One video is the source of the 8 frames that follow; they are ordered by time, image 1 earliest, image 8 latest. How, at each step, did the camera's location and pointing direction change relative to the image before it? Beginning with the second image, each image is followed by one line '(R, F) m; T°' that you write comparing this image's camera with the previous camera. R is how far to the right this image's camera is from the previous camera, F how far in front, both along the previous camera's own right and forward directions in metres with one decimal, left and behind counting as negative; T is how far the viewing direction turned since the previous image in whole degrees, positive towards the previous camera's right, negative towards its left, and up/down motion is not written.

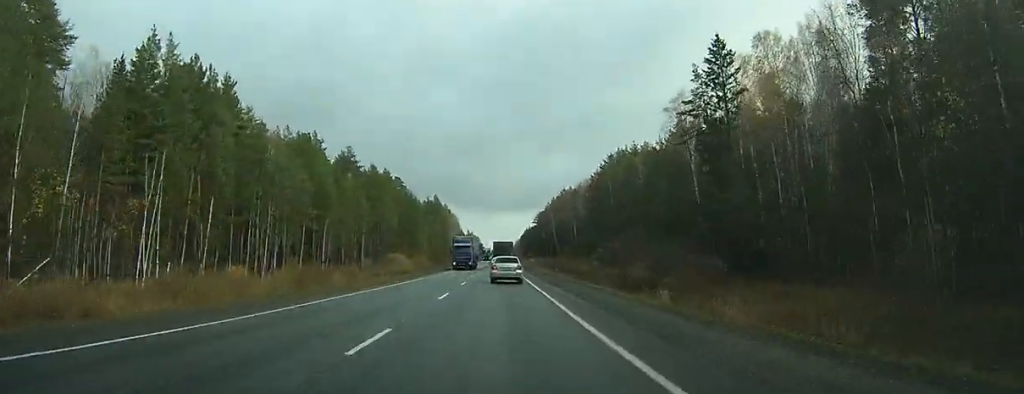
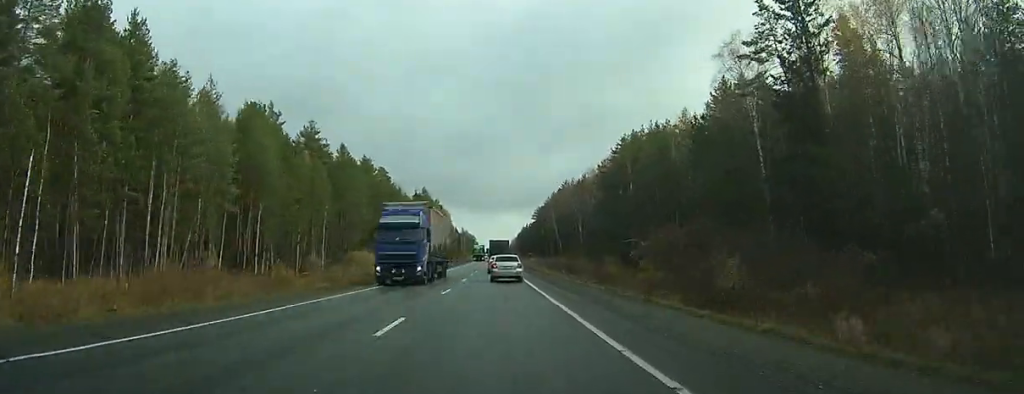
(+0.1, +23.2) m; 0°
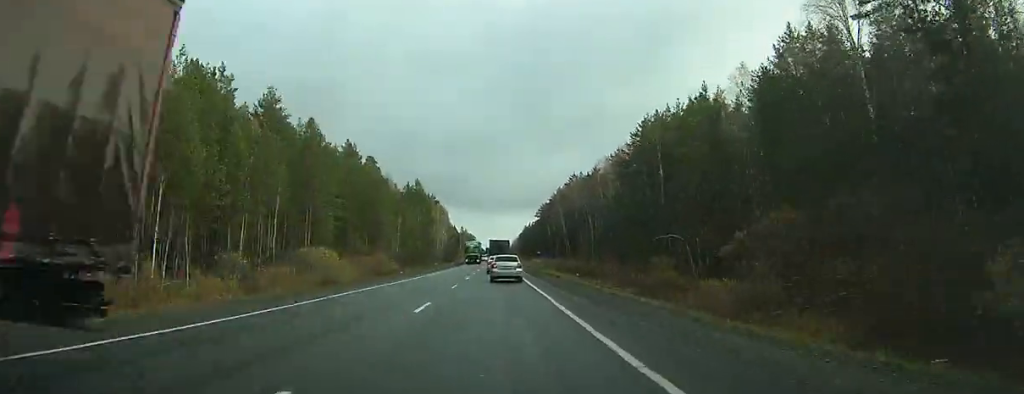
(+0.2, +20.5) m; 0°
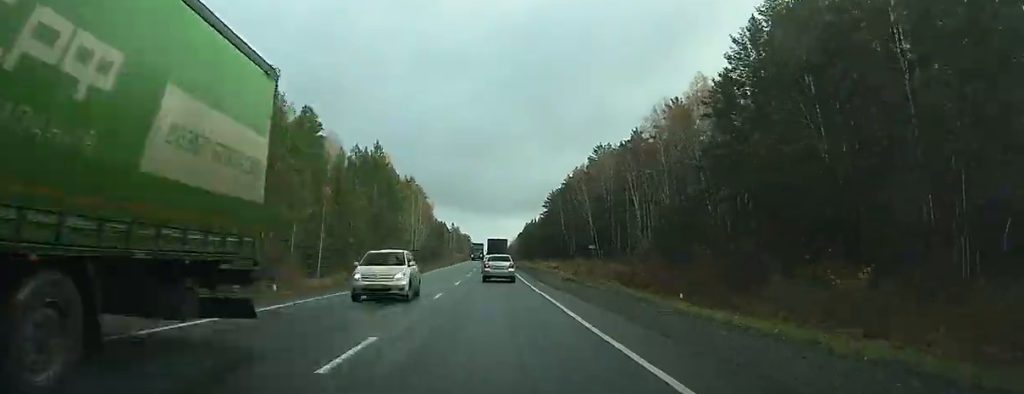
(+2.5, +57.4) m; +5°
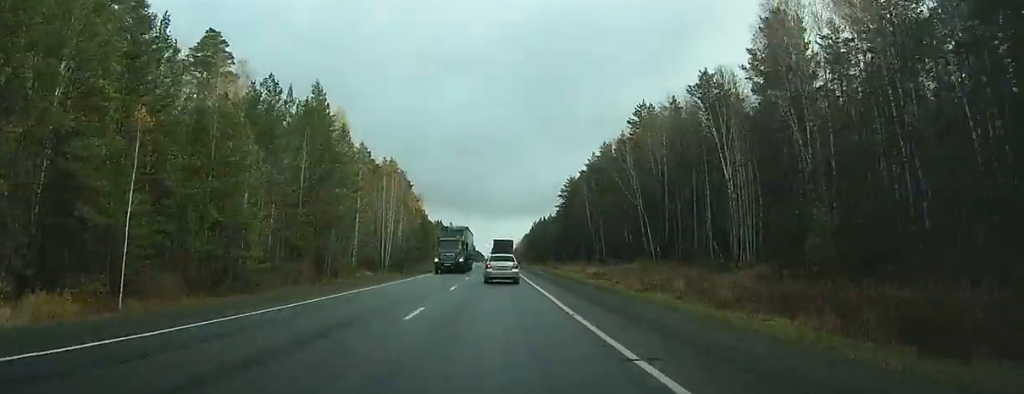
(-0.3, +39.4) m; -8°
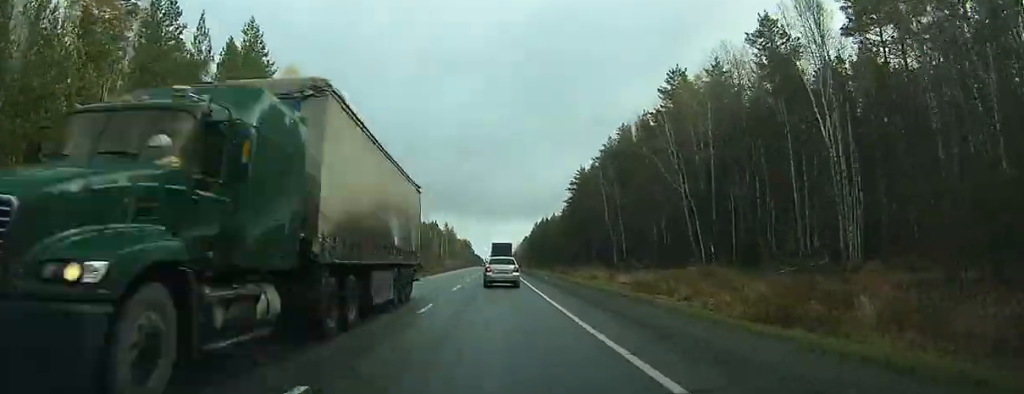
(-4.5, +19.3) m; -4°
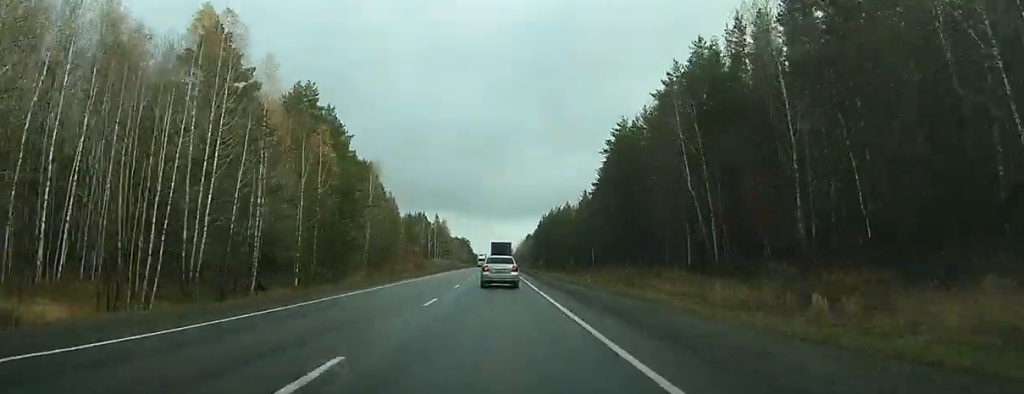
(+5.6, +47.8) m; +8°
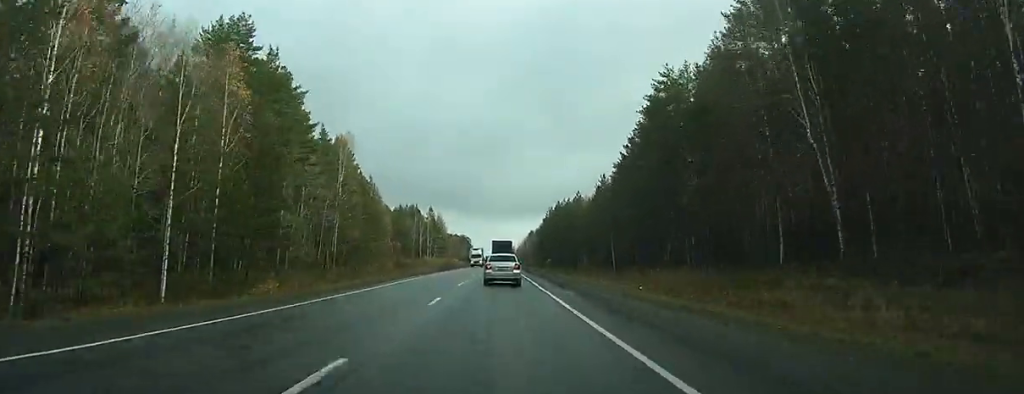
(+0.4, +25.6) m; +1°
